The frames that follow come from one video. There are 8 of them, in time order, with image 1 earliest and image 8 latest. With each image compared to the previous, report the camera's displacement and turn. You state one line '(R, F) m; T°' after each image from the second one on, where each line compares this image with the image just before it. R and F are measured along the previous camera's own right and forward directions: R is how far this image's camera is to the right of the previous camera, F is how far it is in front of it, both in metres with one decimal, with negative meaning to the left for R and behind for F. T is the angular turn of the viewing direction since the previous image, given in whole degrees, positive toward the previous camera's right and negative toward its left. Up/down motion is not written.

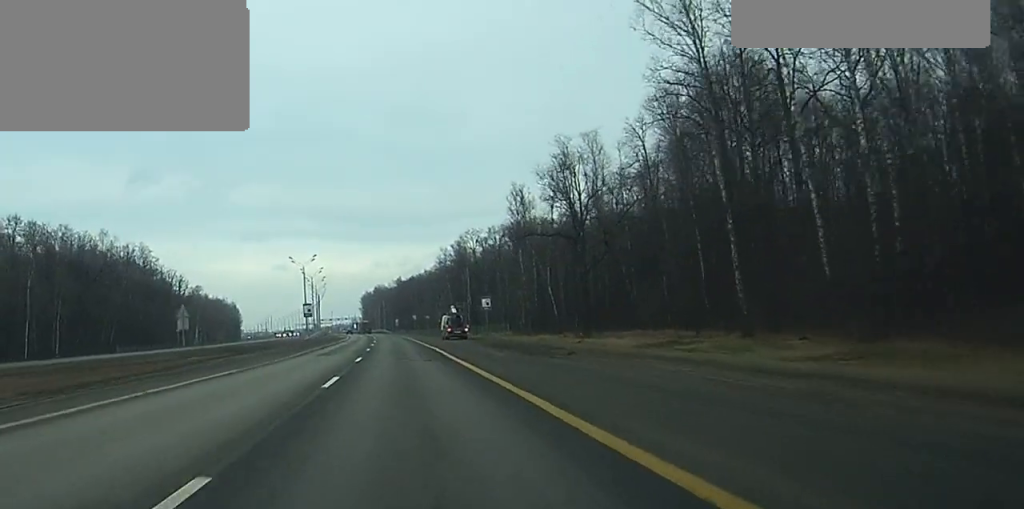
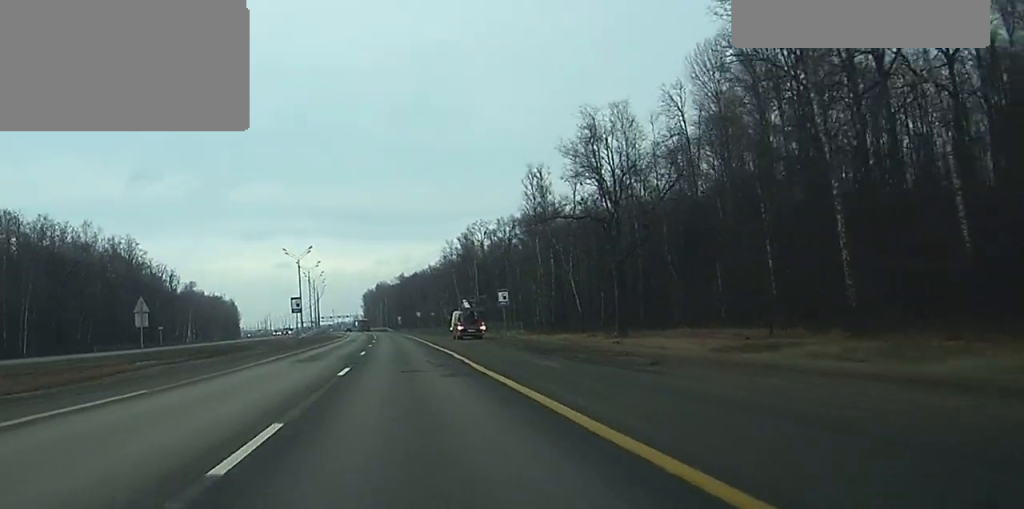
(0.0, +12.0) m; 0°
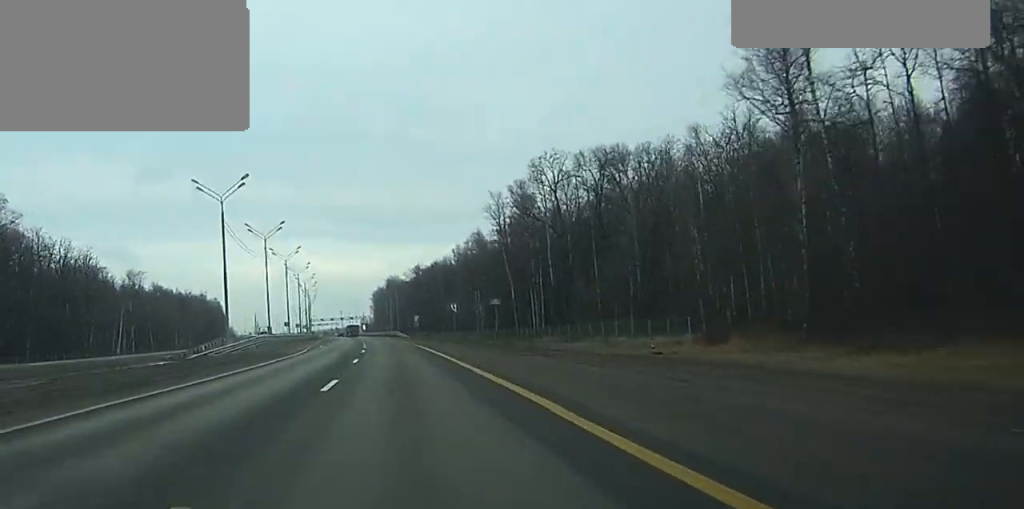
(-0.5, +69.2) m; -1°
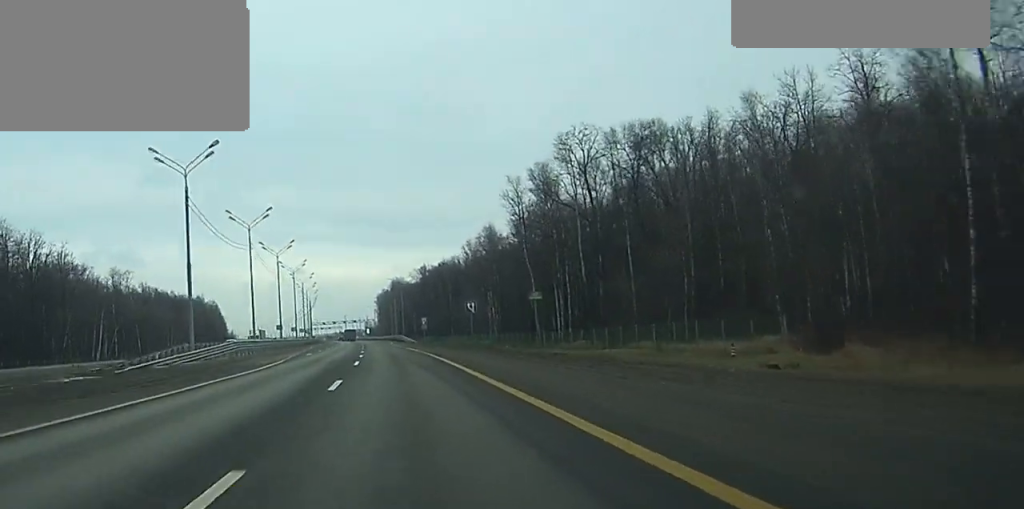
(0.0, +14.2) m; 0°
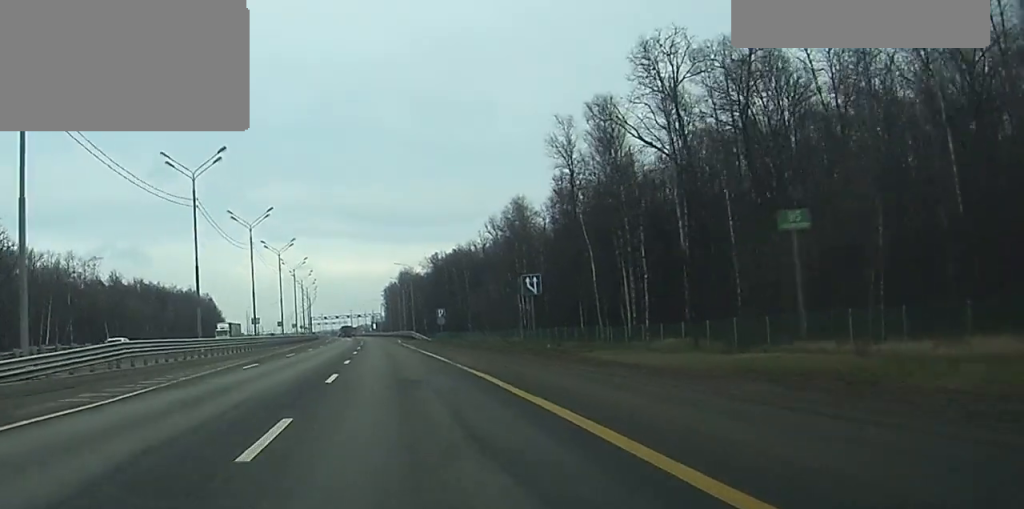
(0.0, +27.7) m; -1°
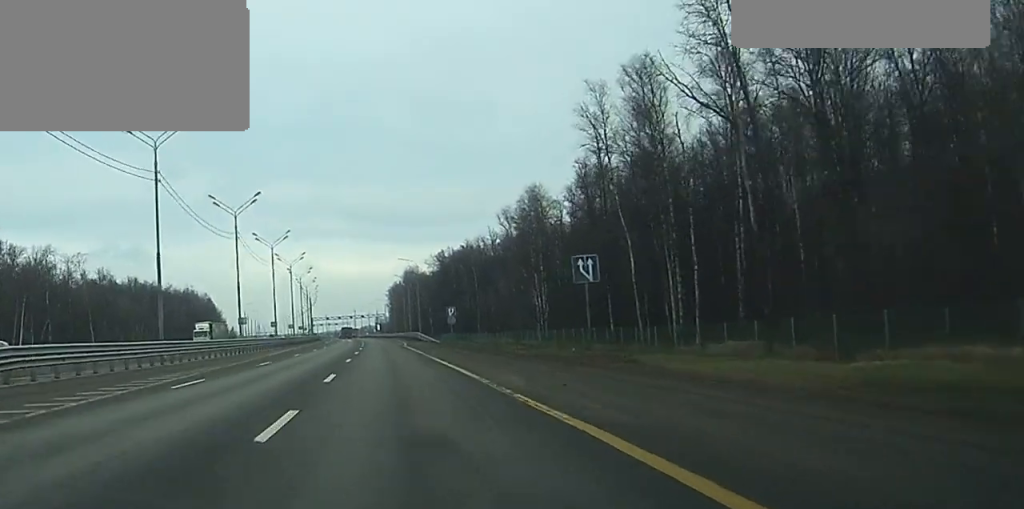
(0.0, +11.1) m; 0°
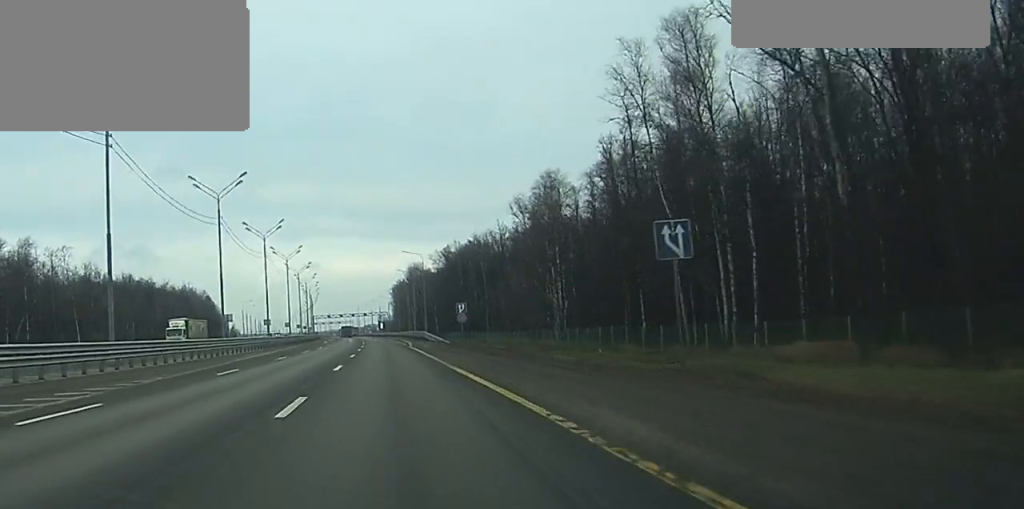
(-0.1, +9.5) m; 0°
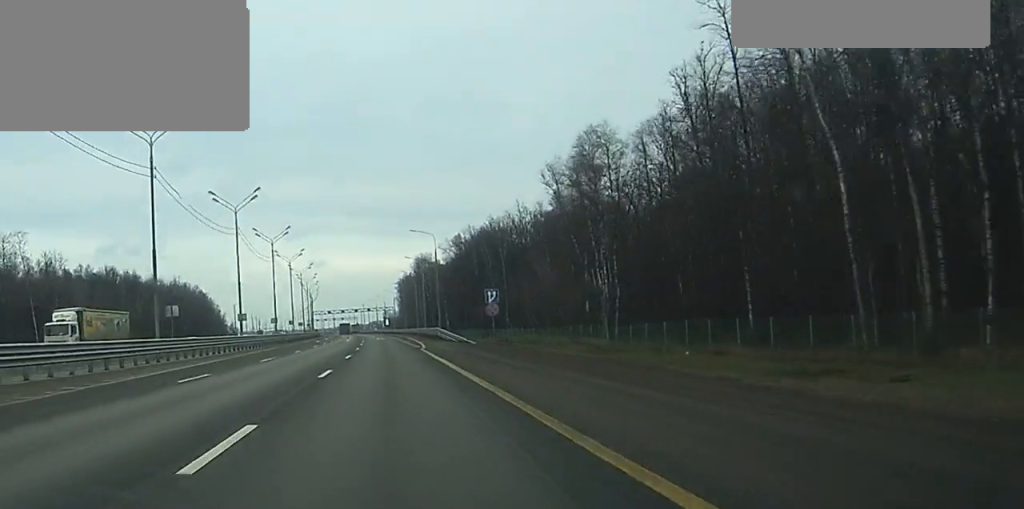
(-0.2, +21.2) m; -1°
